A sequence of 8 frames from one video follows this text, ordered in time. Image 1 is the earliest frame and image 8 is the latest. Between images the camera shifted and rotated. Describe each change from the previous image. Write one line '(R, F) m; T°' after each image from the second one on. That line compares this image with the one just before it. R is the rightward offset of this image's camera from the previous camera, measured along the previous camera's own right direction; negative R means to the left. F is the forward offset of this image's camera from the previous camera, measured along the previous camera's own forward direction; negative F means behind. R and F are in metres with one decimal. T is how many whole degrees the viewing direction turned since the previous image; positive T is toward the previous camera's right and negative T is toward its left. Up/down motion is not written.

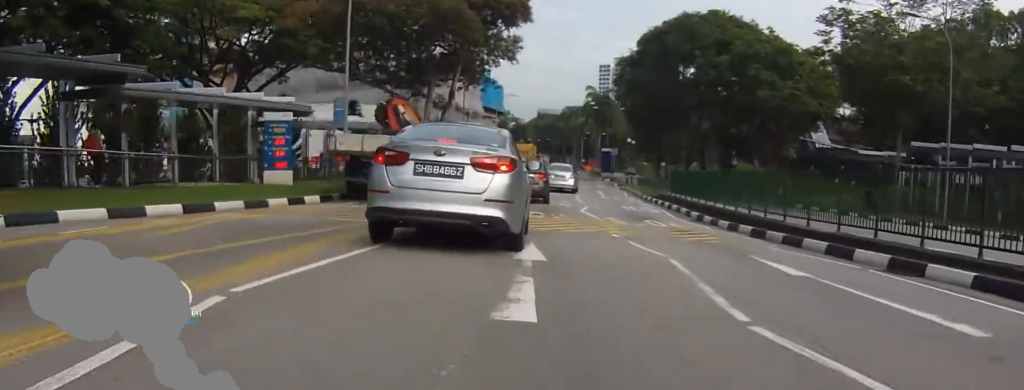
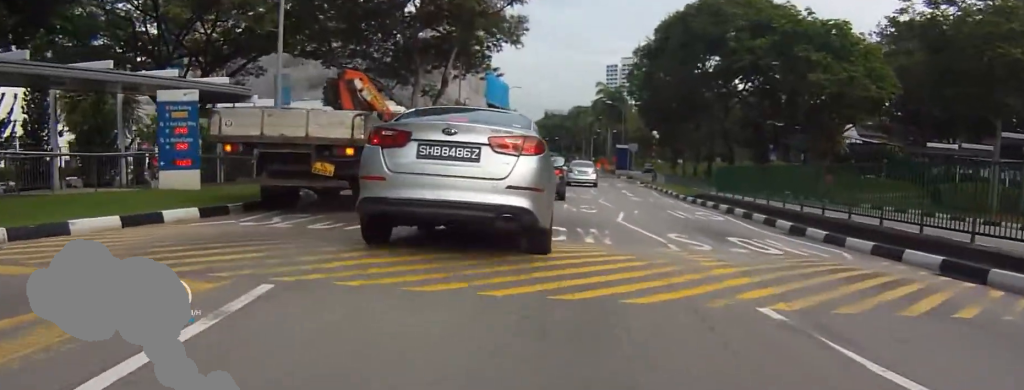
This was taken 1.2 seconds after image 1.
(+0.8, +8.3) m; +8°
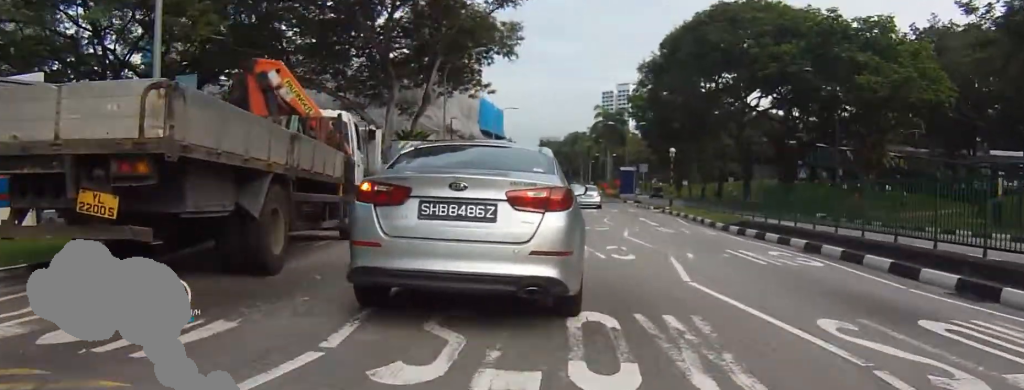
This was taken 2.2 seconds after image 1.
(+0.2, +5.5) m; +1°
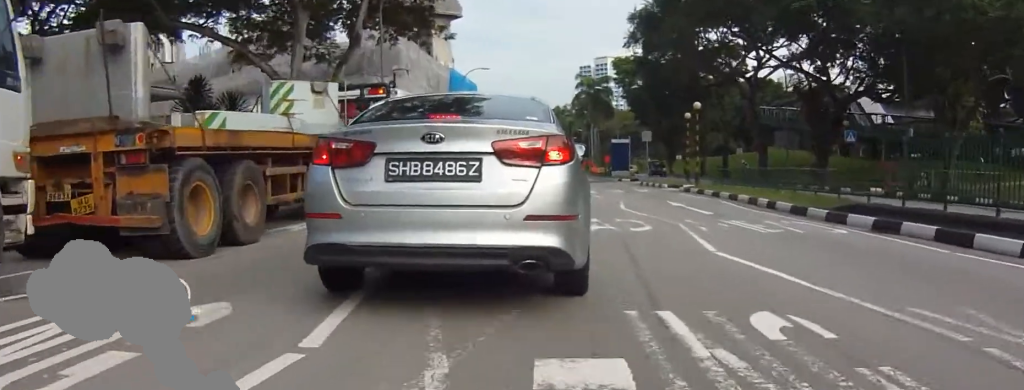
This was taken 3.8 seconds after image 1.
(-0.2, +12.5) m; -4°
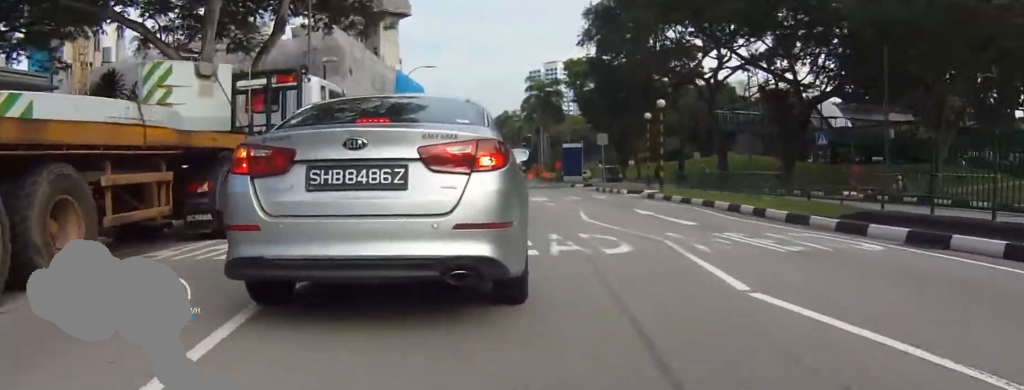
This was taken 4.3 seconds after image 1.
(-0.1, +3.4) m; -2°
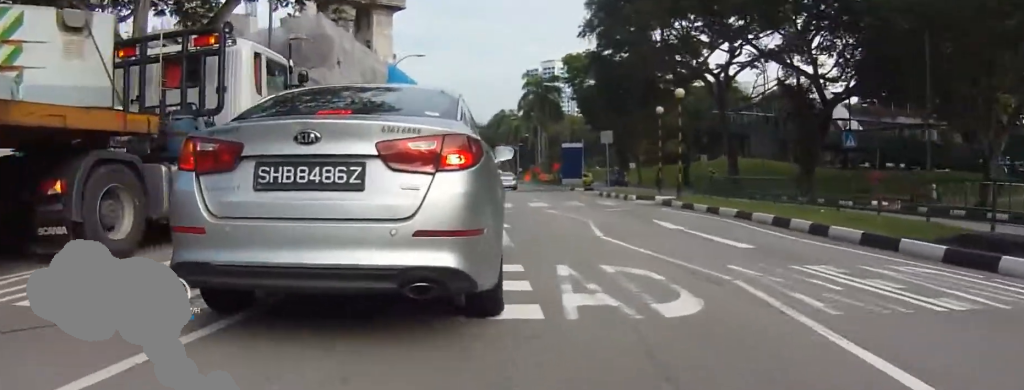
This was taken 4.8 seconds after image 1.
(-0.2, +3.7) m; -2°
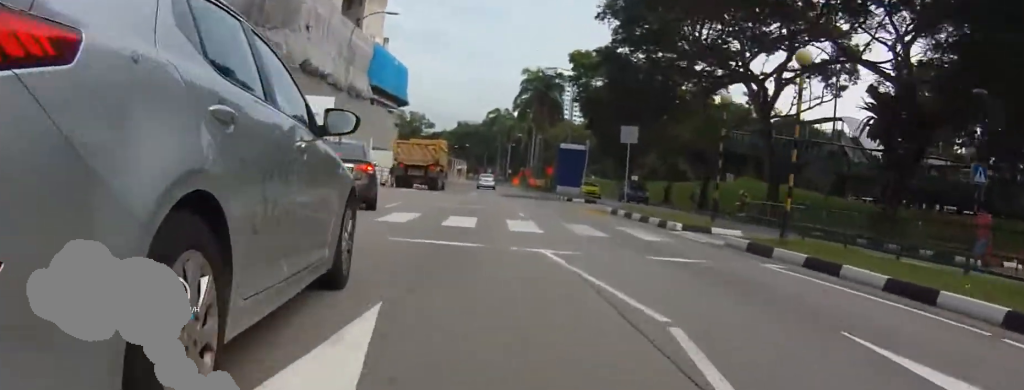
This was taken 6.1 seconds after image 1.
(-0.1, +9.9) m; +1°
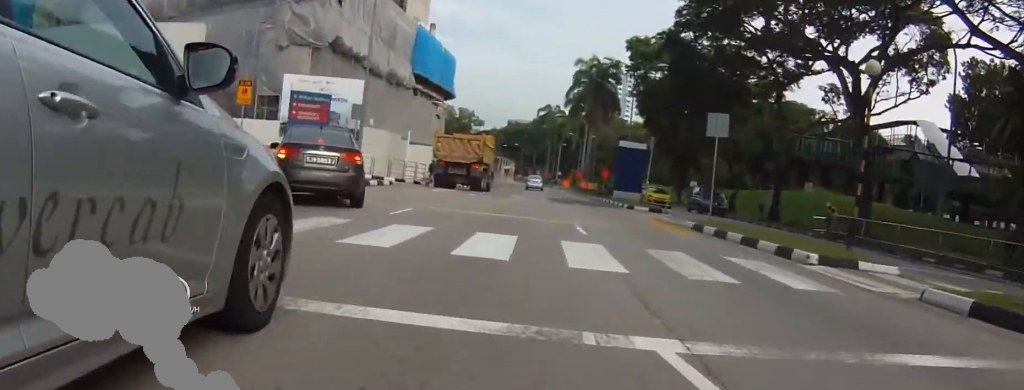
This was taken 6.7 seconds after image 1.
(+0.1, +4.8) m; +2°
